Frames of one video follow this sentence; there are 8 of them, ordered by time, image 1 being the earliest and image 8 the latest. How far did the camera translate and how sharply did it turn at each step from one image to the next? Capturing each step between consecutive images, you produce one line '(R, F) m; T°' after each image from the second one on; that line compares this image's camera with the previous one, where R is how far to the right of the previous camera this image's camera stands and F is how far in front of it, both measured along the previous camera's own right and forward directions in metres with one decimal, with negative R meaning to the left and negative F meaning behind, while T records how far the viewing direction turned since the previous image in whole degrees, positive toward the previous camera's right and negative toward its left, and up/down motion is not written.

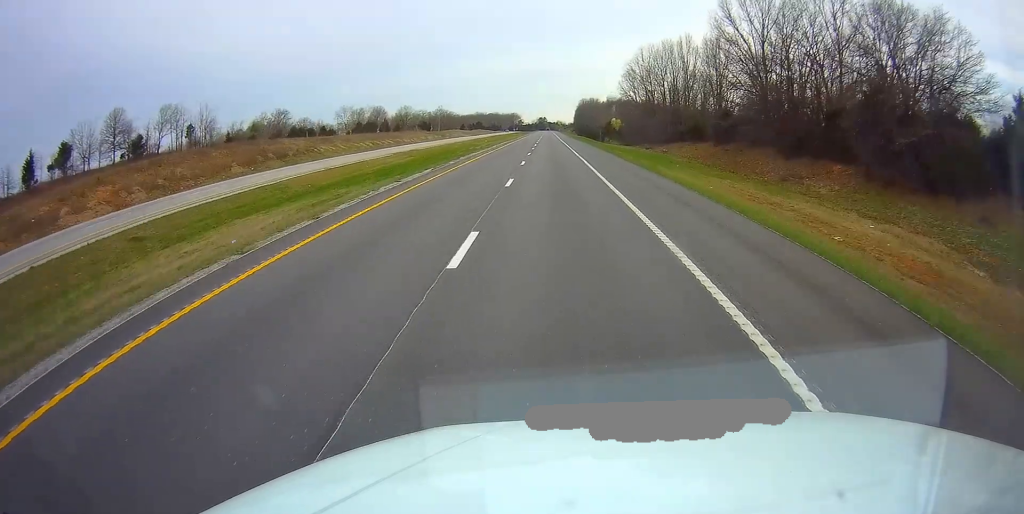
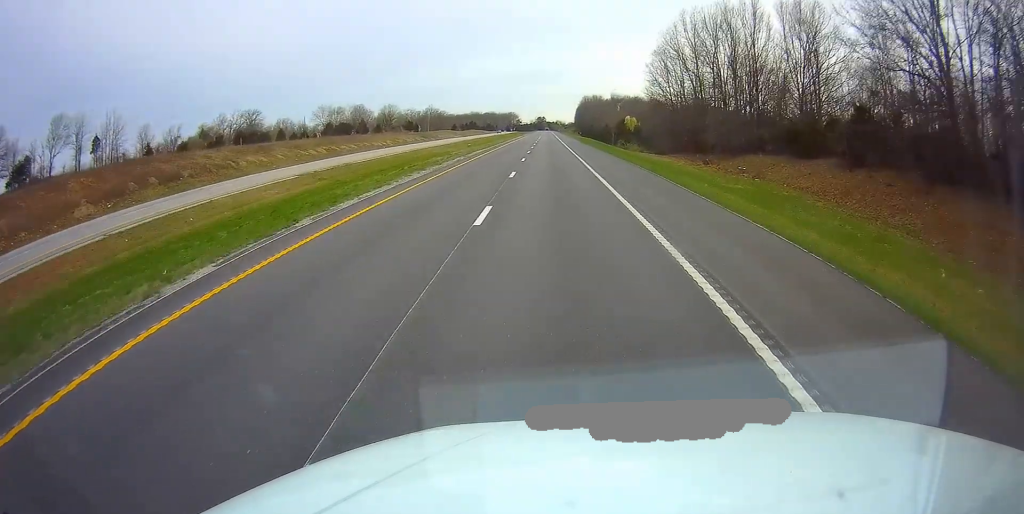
(+0.3, +32.3) m; 0°
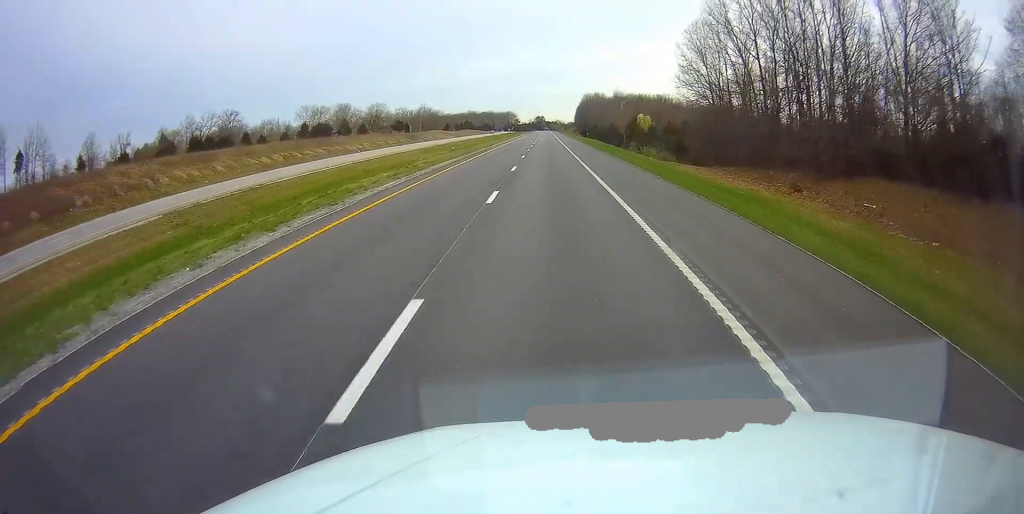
(-0.2, +20.5) m; 0°
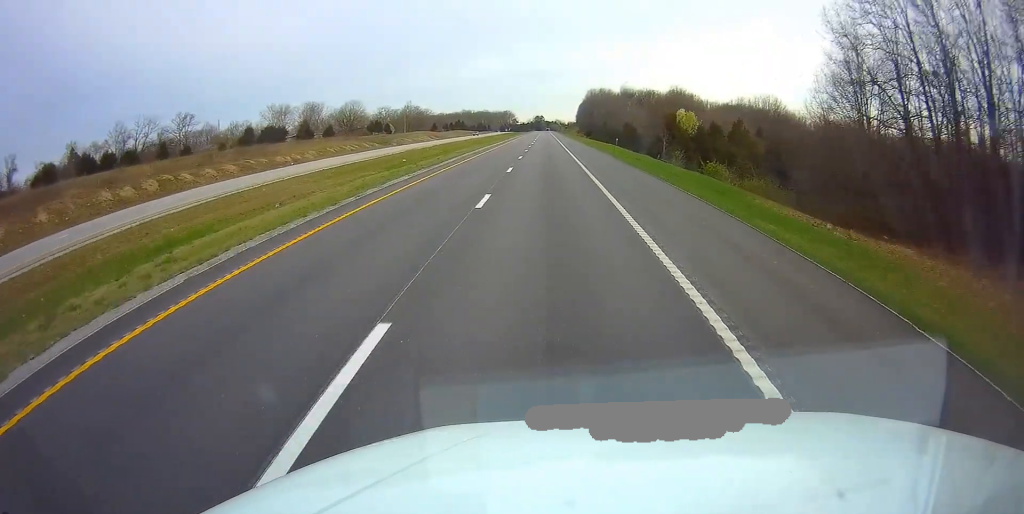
(+0.2, +36.8) m; +1°
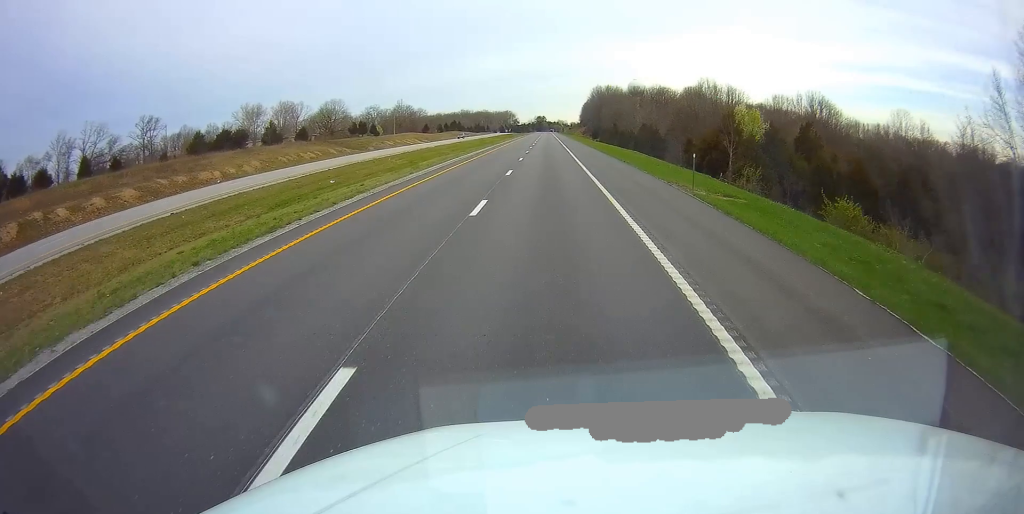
(+0.2, +24.9) m; 0°
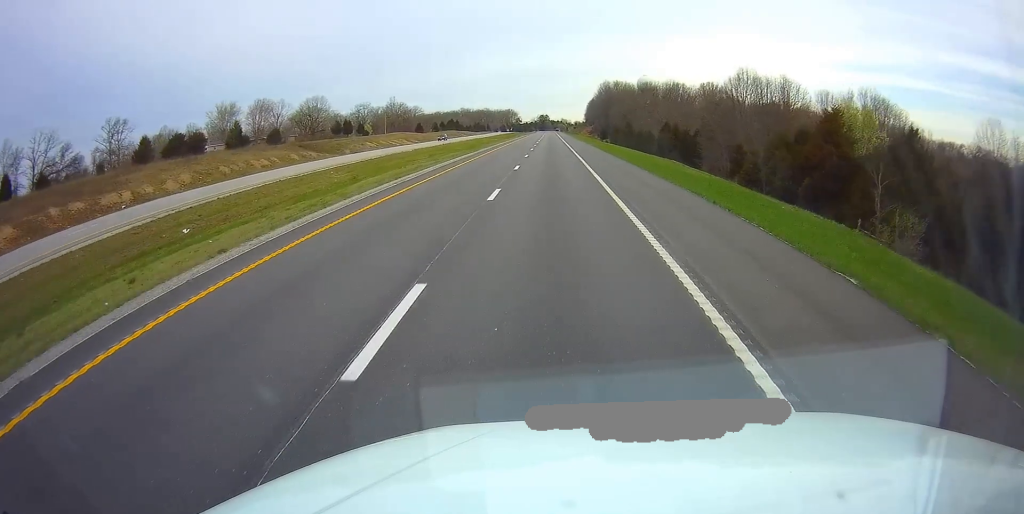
(0.0, +21.1) m; 0°
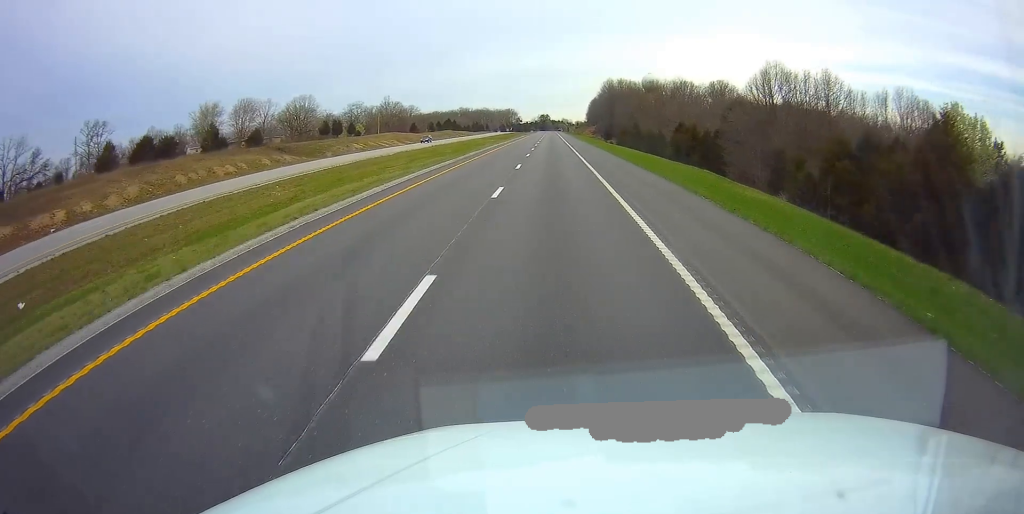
(-0.1, +11.5) m; 0°
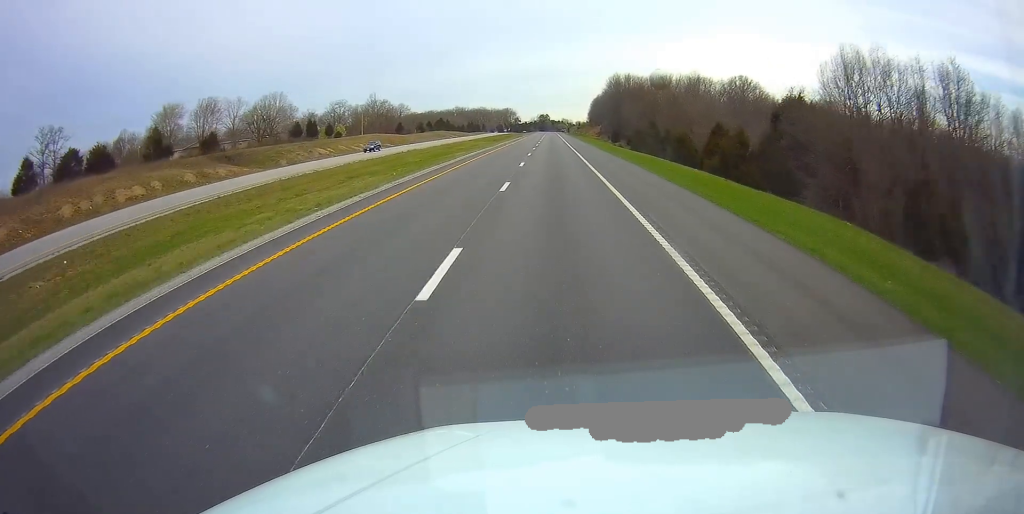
(-0.1, +21.9) m; 0°
